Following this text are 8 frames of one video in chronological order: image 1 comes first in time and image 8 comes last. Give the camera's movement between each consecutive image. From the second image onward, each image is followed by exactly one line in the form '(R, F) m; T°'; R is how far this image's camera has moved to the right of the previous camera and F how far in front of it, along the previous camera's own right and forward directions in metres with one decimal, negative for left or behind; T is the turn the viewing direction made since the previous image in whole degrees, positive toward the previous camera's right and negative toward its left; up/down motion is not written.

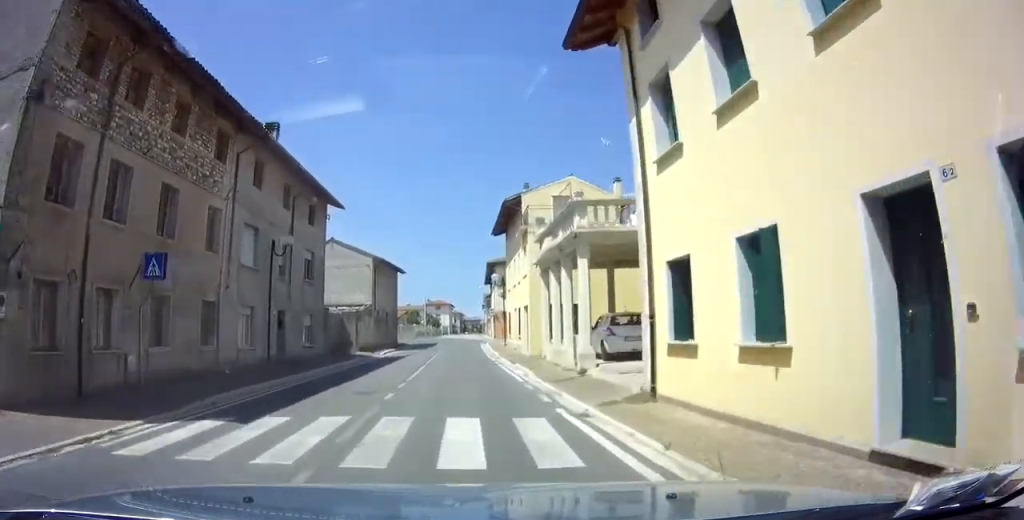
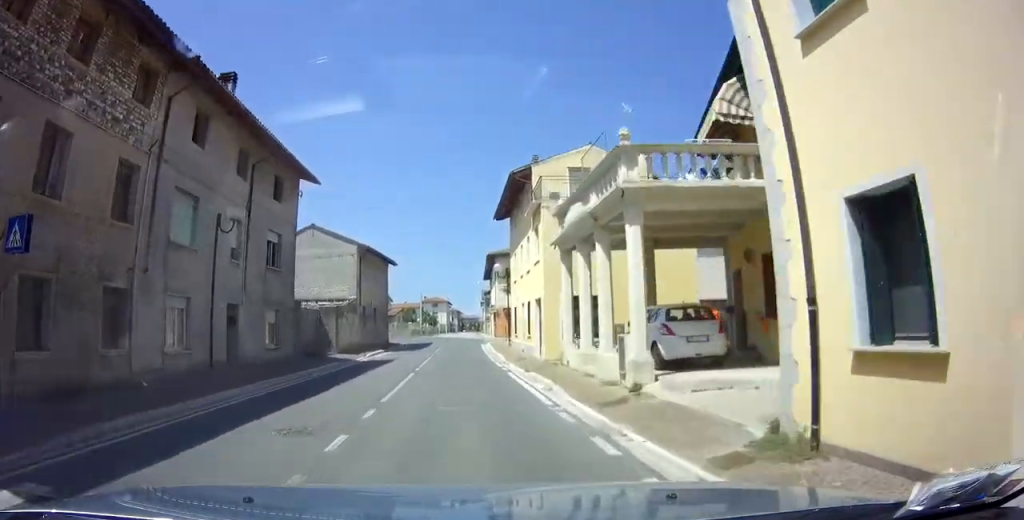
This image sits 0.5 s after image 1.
(+0.1, +4.8) m; 0°
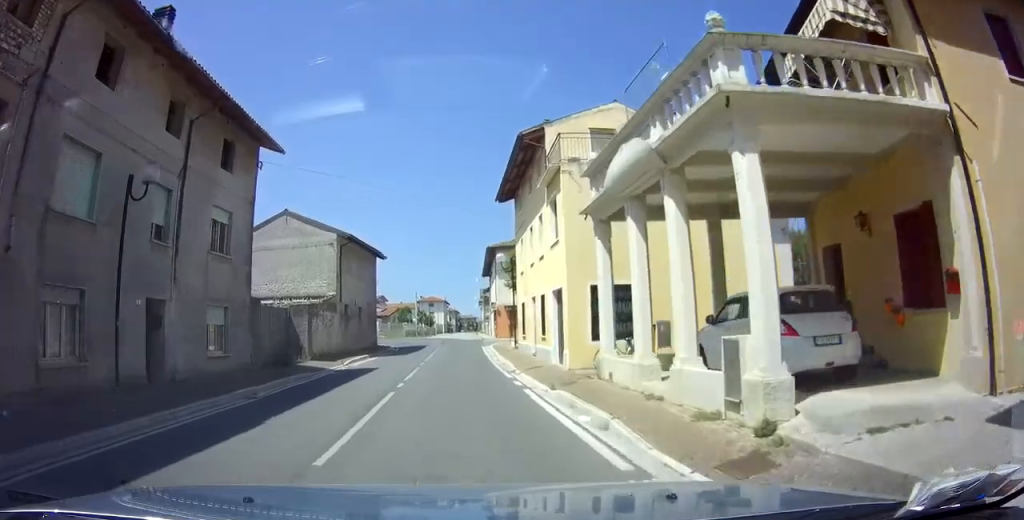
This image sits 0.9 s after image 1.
(0.0, +4.4) m; 0°
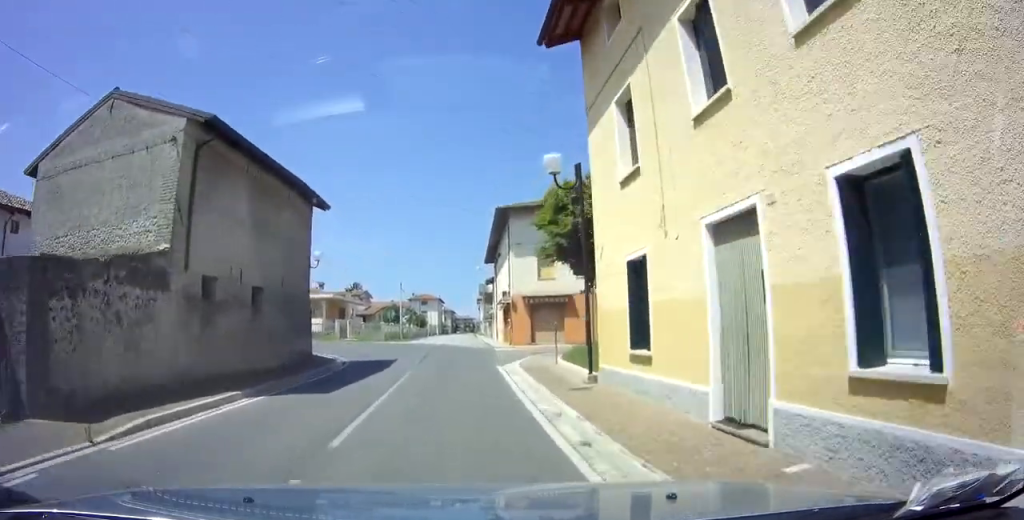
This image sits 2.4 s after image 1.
(-0.4, +15.5) m; -1°
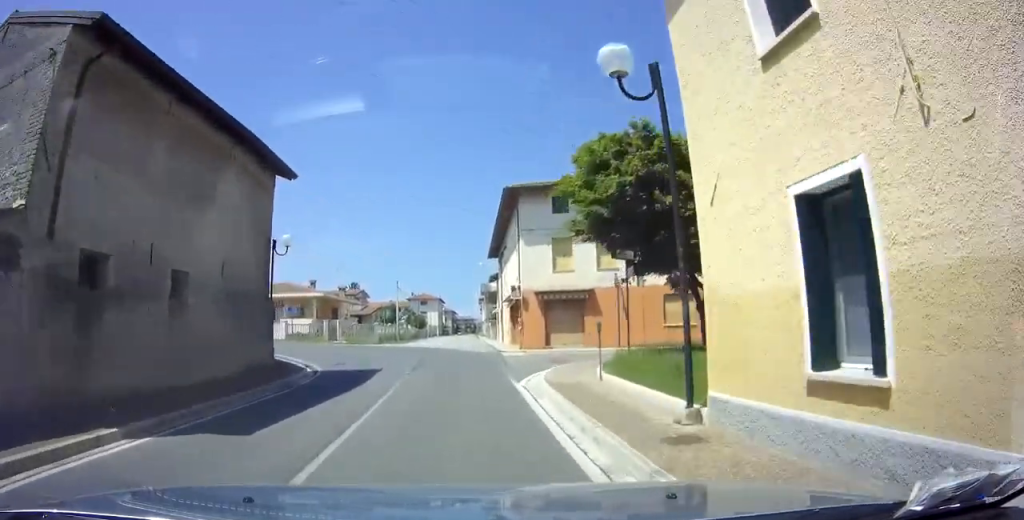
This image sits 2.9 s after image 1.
(0.0, +4.6) m; 0°
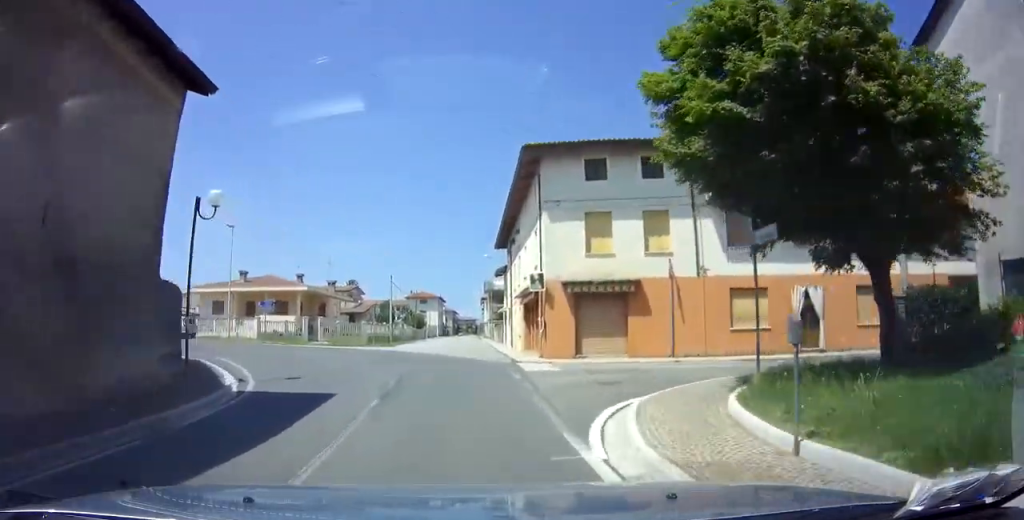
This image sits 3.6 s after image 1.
(+0.2, +6.4) m; 0°
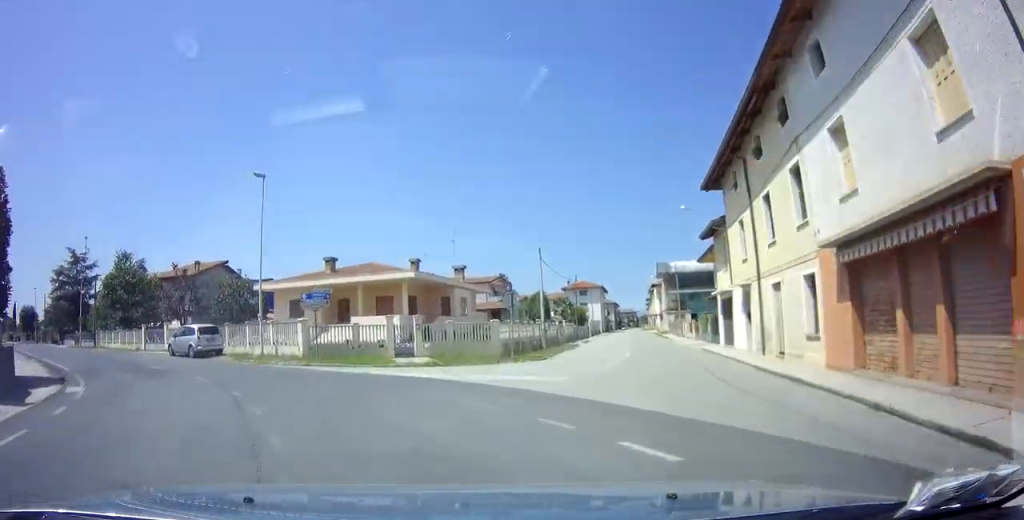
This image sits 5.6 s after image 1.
(-2.0, +17.0) m; -21°
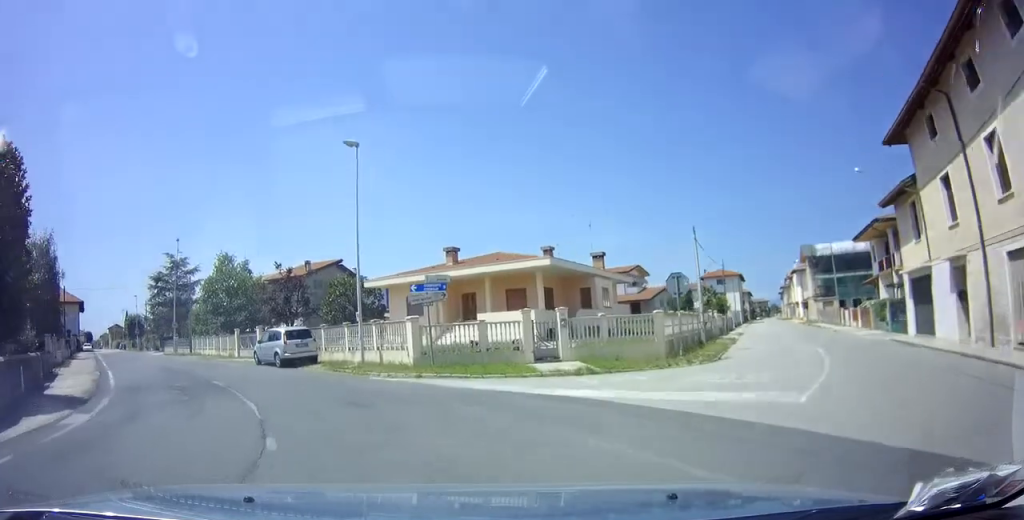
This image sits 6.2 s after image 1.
(-0.6, +5.0) m; -11°
